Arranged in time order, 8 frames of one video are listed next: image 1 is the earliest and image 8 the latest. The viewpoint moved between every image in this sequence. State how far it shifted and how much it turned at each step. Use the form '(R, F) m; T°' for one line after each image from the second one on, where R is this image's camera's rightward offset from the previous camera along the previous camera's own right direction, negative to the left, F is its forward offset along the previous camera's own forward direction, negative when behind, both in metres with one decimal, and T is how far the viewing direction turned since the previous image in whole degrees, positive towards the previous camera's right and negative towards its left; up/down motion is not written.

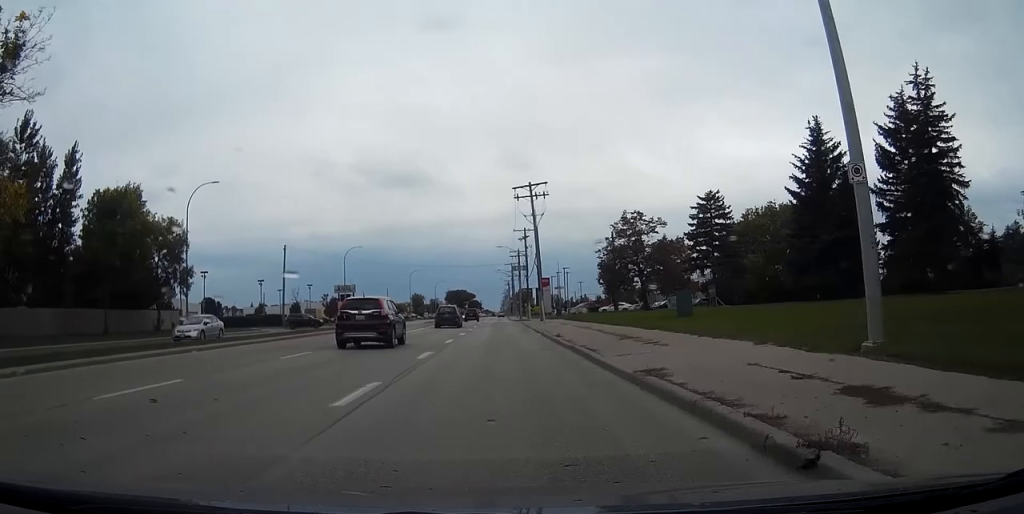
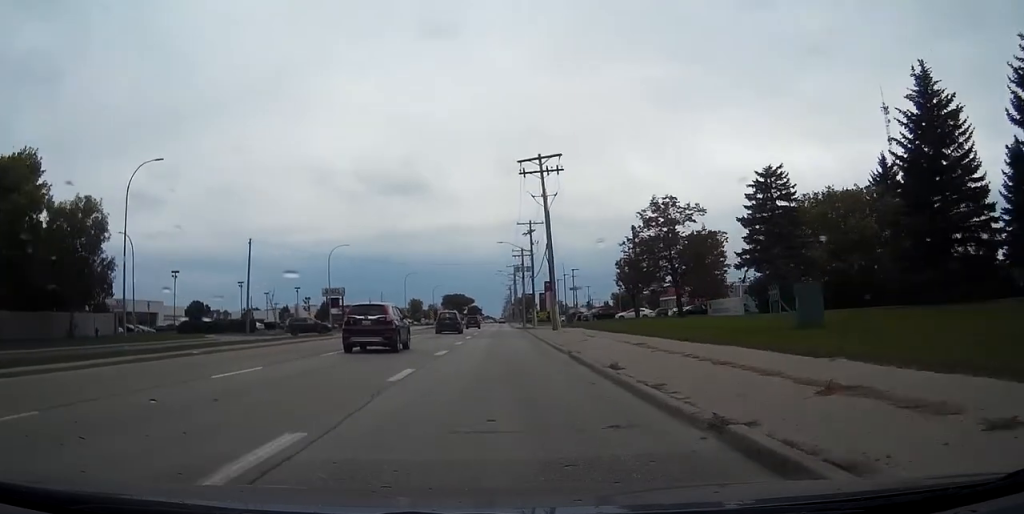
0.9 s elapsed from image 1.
(0.0, +13.9) m; 0°
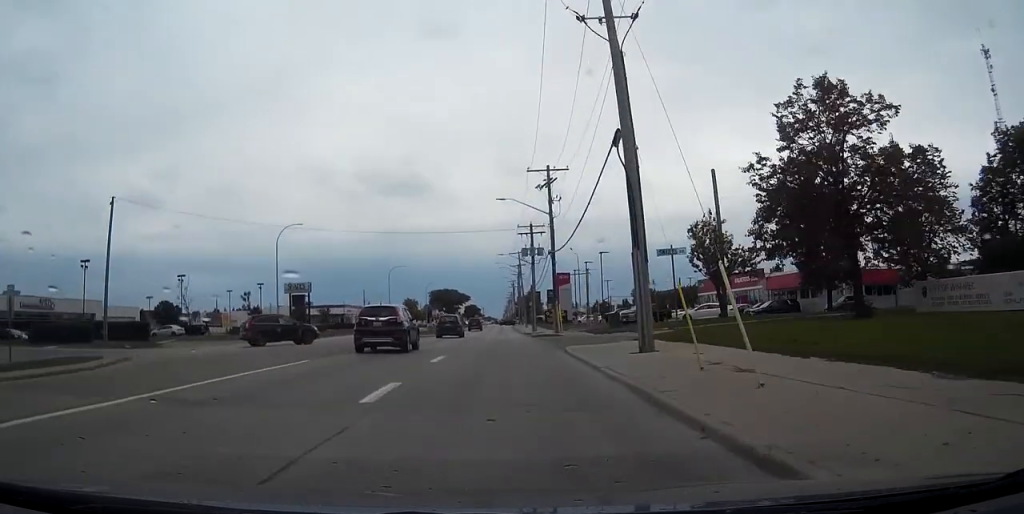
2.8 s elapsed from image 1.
(-0.3, +31.2) m; -1°
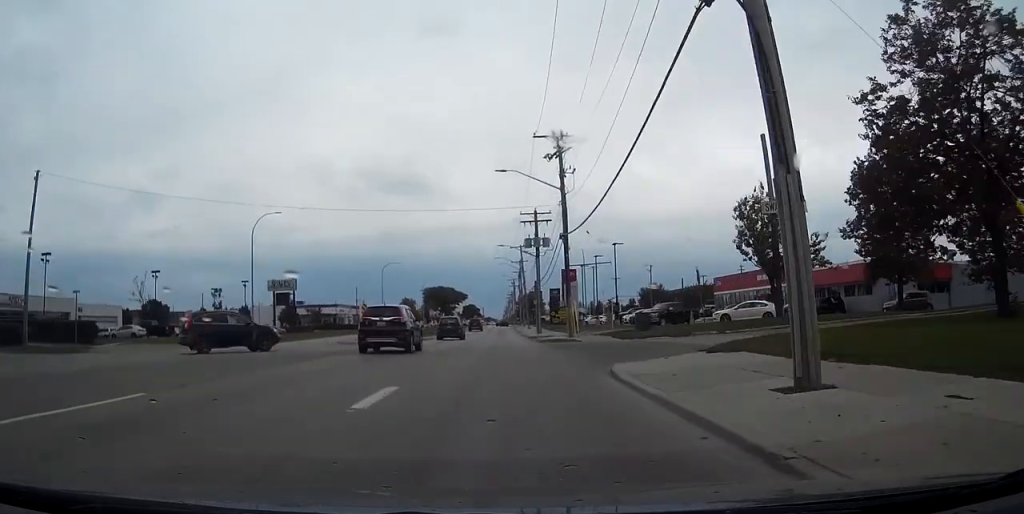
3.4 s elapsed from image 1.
(0.0, +10.2) m; 0°
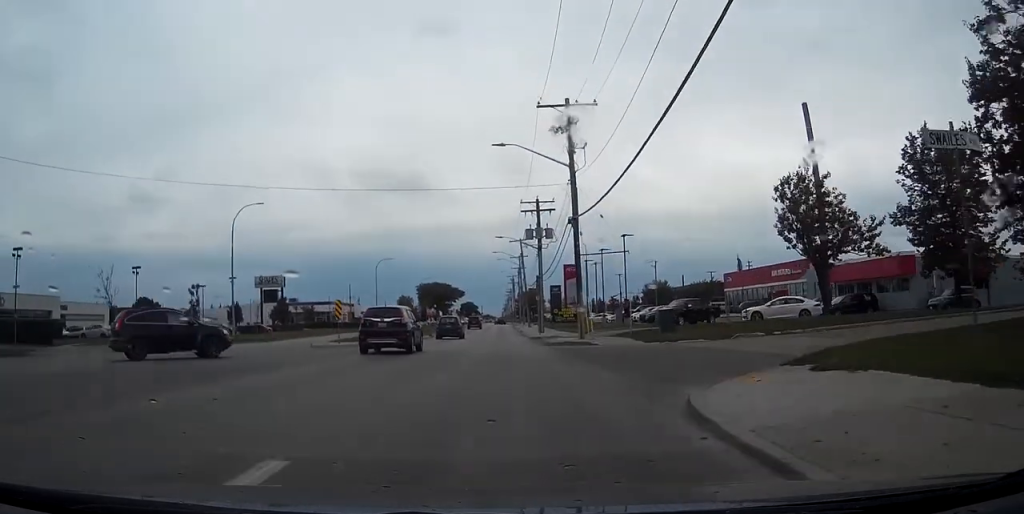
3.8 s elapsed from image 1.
(0.0, +6.5) m; 0°
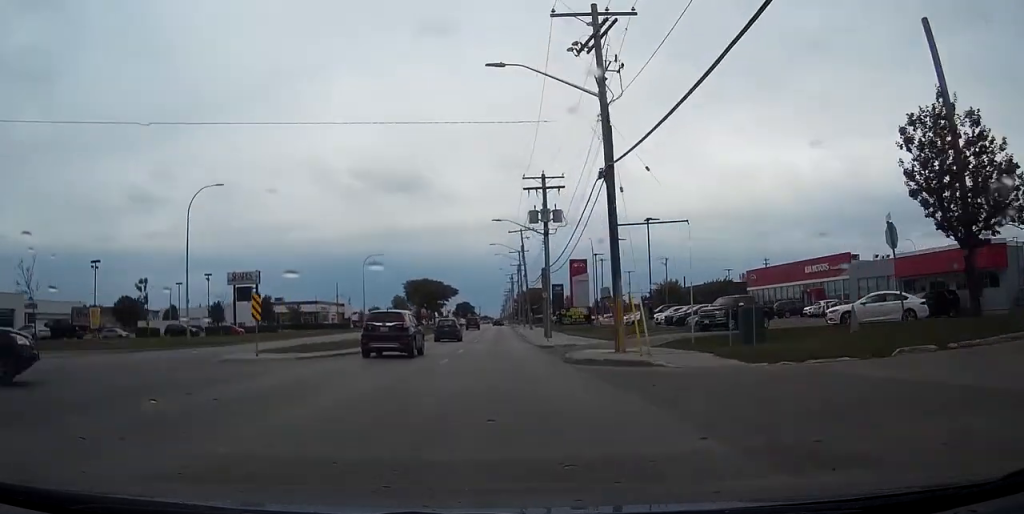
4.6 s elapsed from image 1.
(+0.1, +12.2) m; 0°
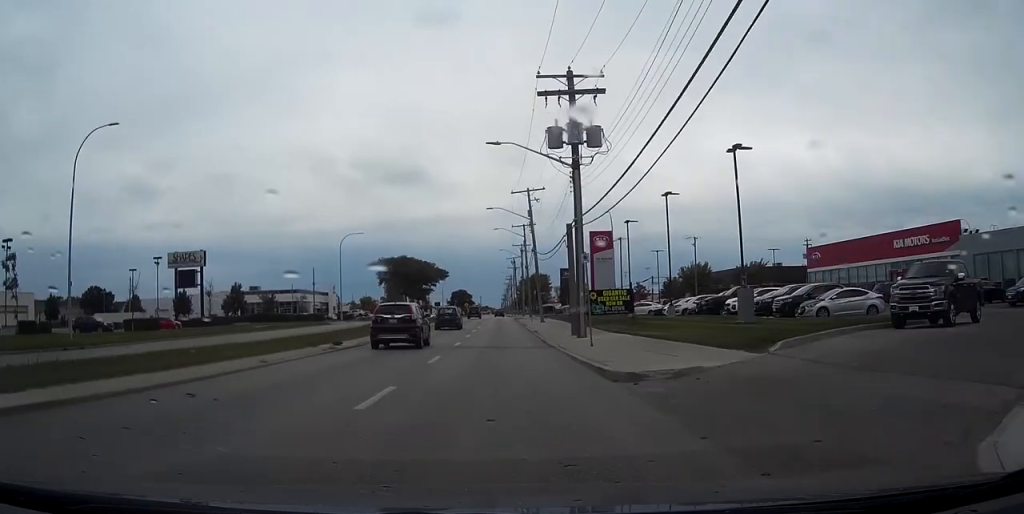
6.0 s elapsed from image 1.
(+0.1, +21.9) m; 0°
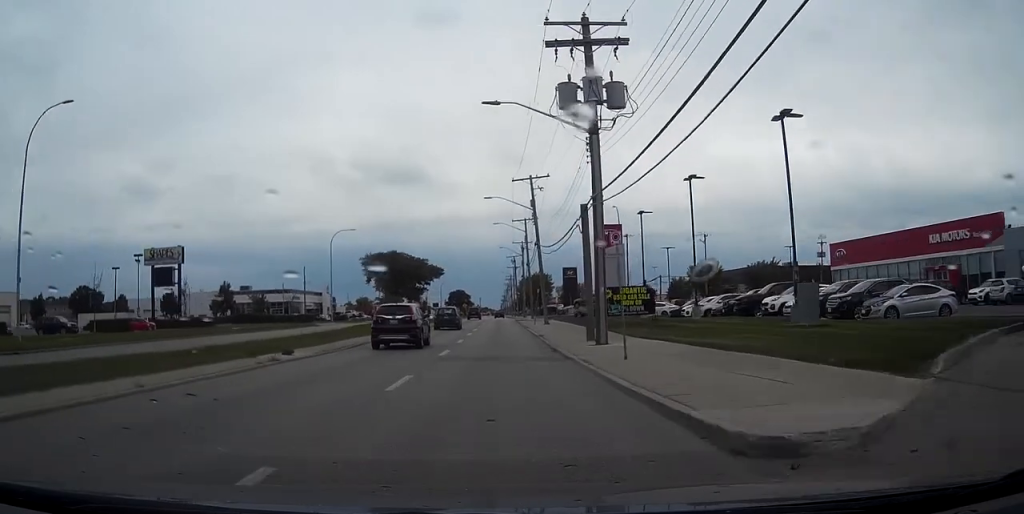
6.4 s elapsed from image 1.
(-0.1, +6.6) m; 0°
